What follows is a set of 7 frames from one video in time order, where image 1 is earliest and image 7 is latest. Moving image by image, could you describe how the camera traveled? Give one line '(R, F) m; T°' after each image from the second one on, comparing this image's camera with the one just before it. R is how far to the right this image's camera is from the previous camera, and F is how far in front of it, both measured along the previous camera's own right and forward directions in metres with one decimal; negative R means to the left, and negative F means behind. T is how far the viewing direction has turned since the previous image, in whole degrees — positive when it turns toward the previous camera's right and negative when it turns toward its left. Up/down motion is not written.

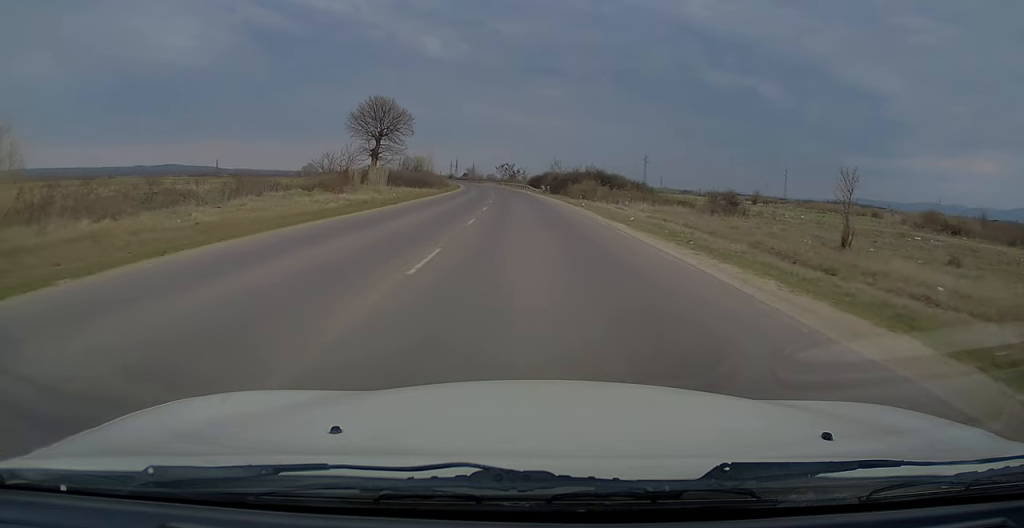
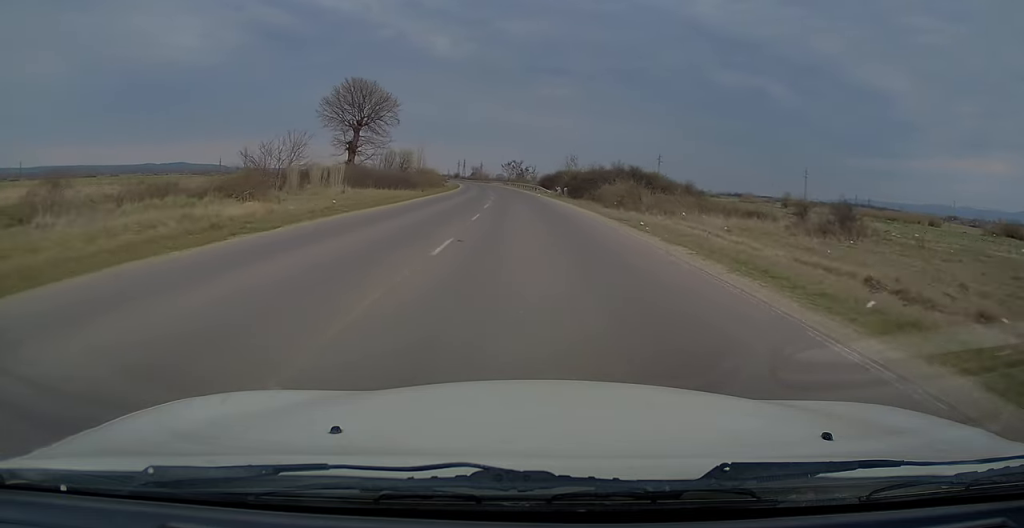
(-0.2, +16.1) m; -1°
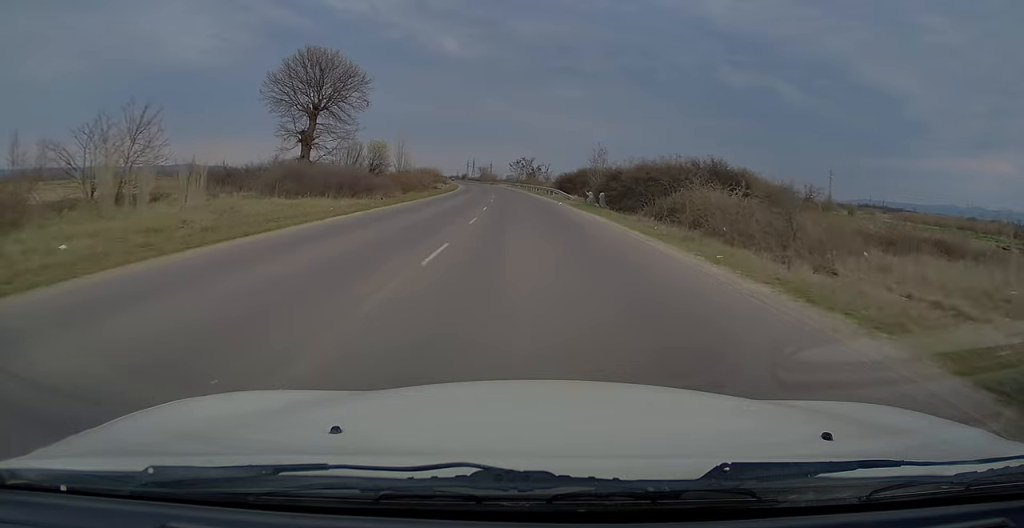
(-0.3, +18.9) m; -1°
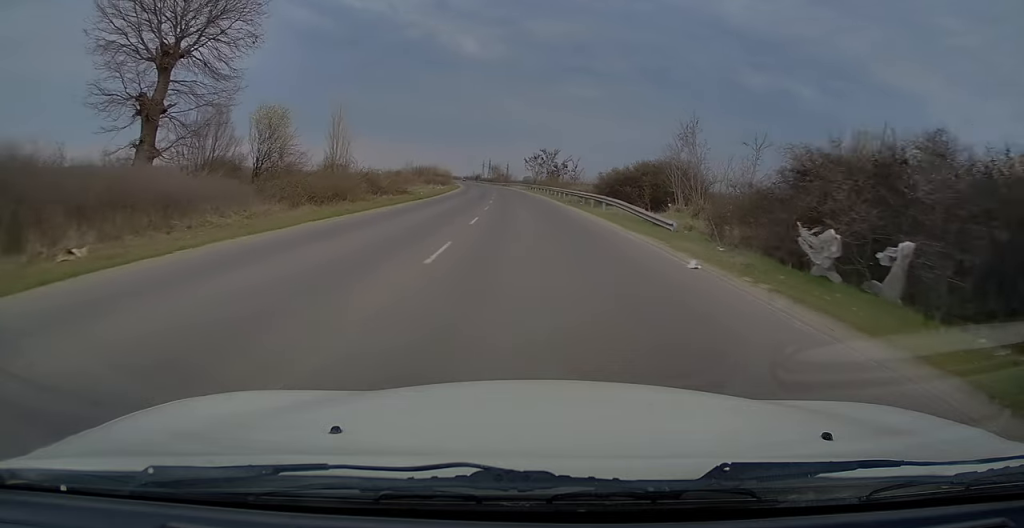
(-0.2, +26.6) m; -1°
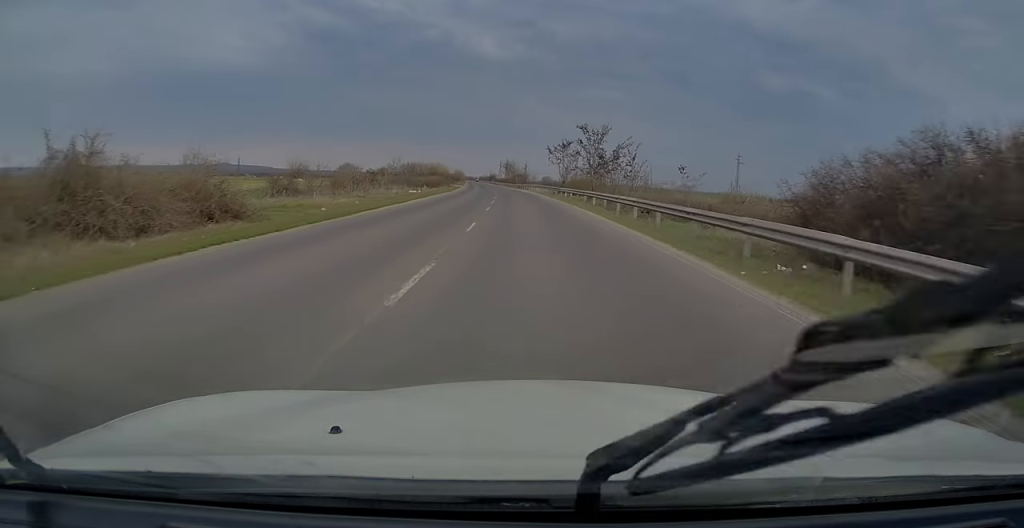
(-0.2, +29.6) m; -2°
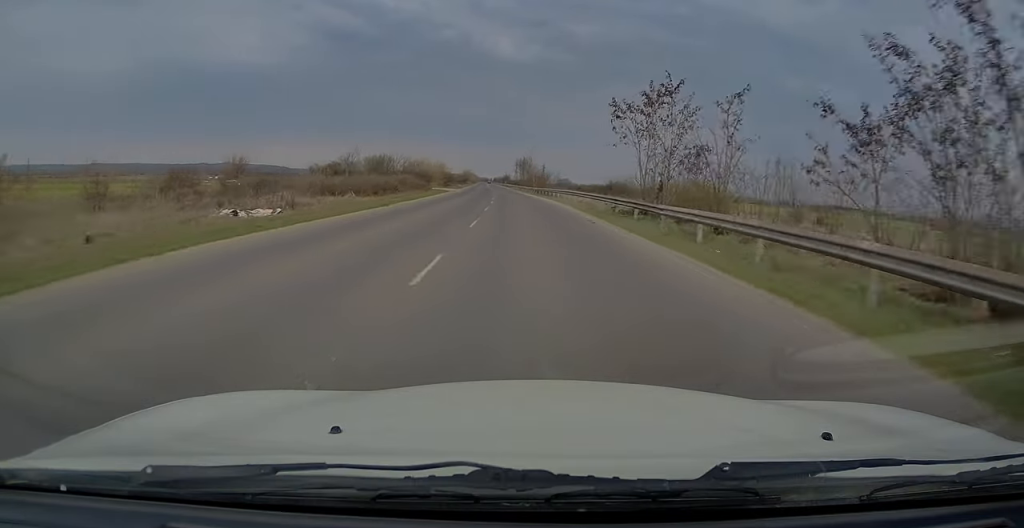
(-0.8, +34.7) m; -2°
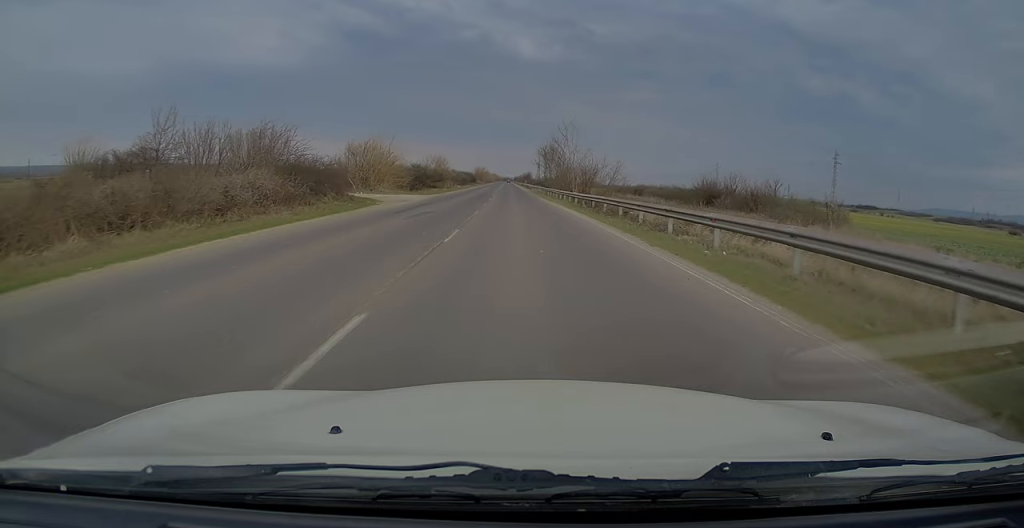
(-0.4, +39.8) m; -1°
